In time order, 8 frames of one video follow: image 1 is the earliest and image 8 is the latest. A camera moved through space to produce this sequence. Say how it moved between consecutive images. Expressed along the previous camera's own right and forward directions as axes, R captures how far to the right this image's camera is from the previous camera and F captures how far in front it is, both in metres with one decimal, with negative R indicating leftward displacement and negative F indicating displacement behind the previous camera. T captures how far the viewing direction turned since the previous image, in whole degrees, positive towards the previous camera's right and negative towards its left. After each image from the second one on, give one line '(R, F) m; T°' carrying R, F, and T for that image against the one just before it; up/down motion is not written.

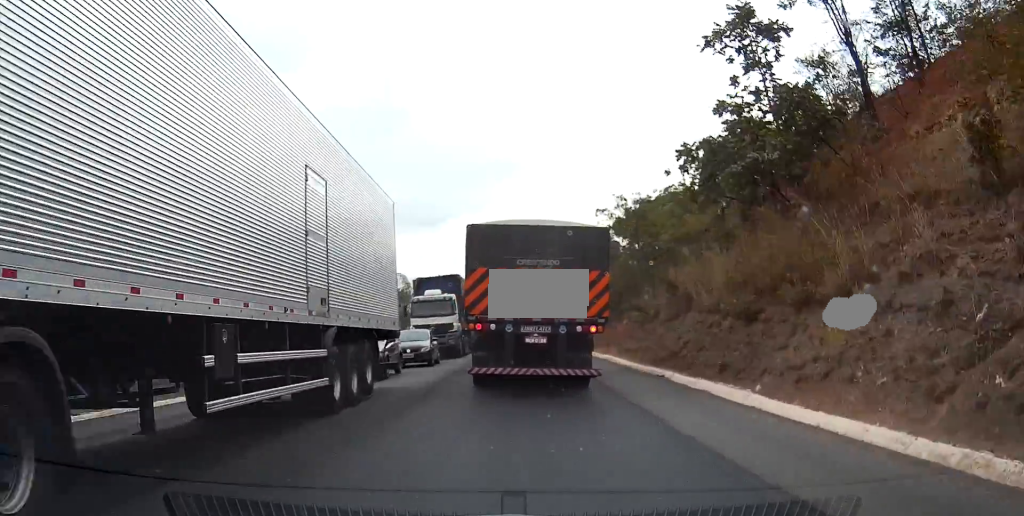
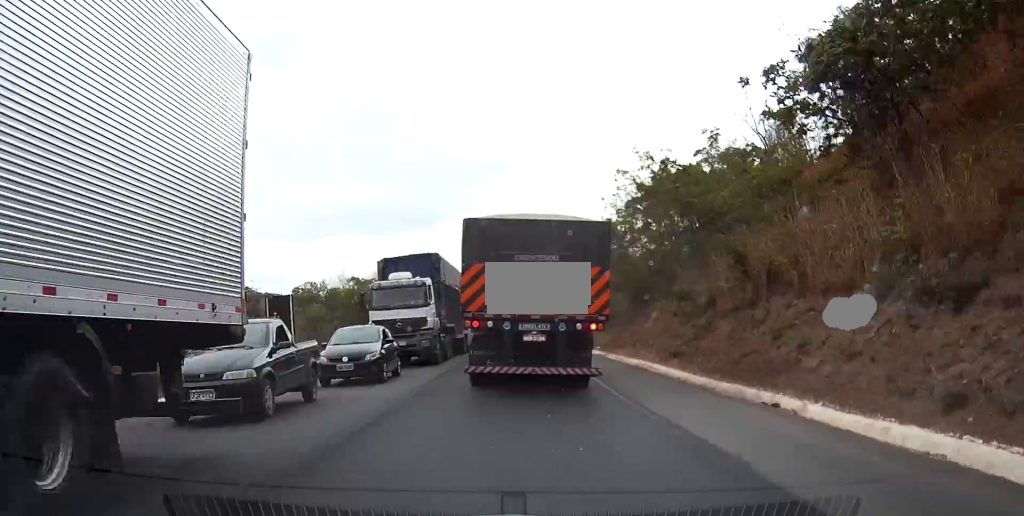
(-0.1, +9.8) m; 0°
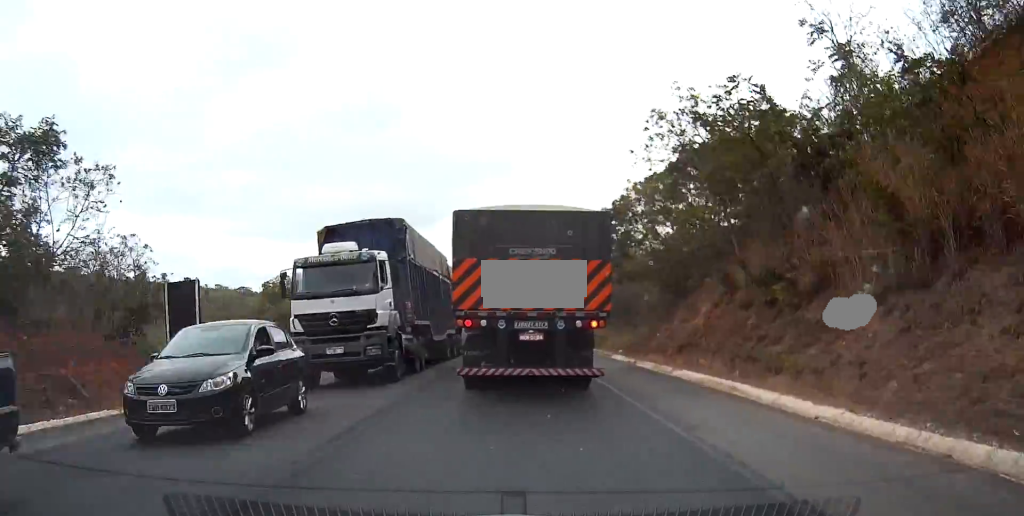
(0.0, +9.1) m; 0°
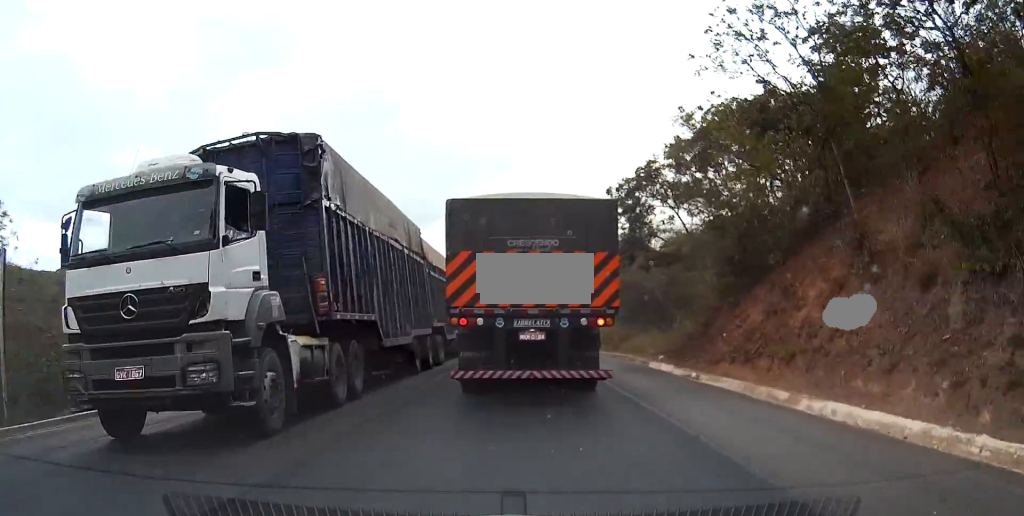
(+0.1, +9.2) m; 0°
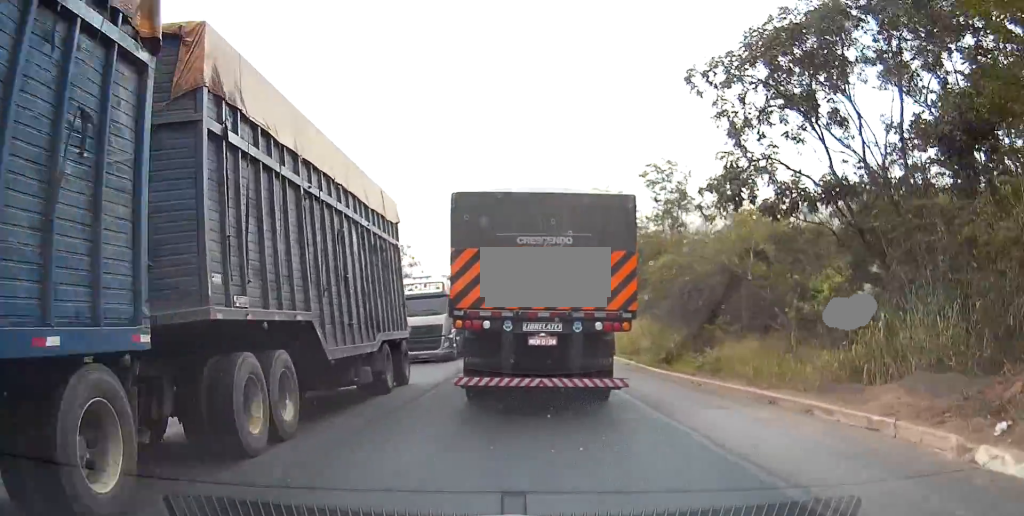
(-0.1, +18.0) m; 0°
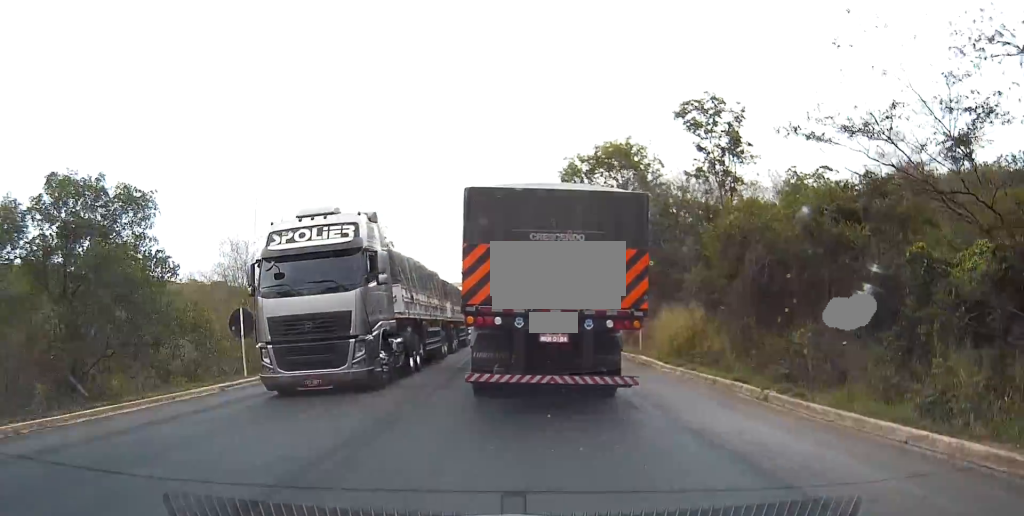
(0.0, +16.5) m; +2°
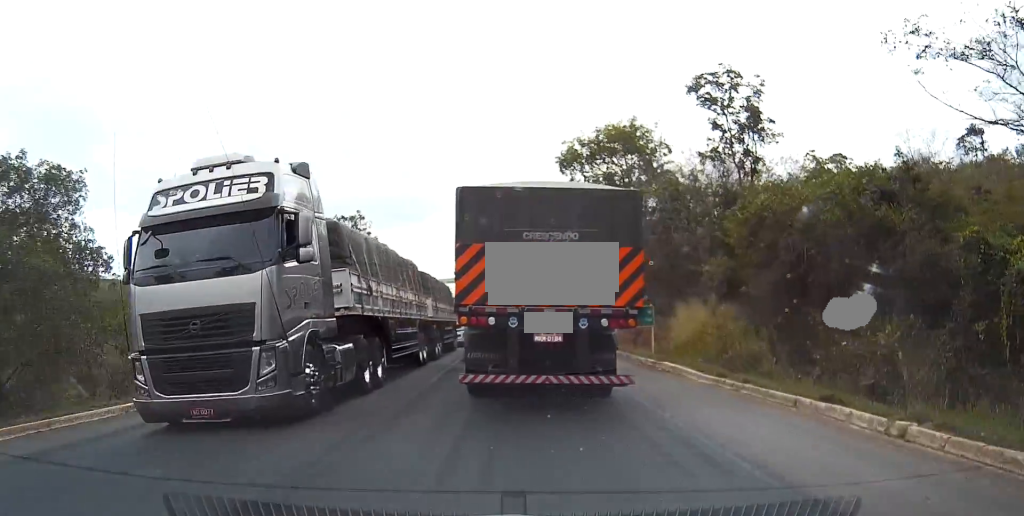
(+0.1, +5.0) m; +1°
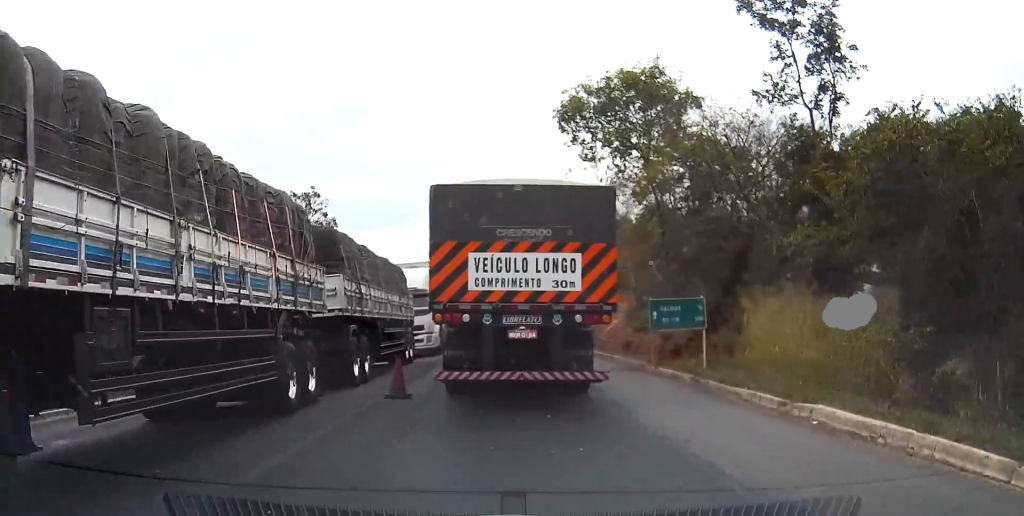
(+0.3, +12.0) m; +2°
